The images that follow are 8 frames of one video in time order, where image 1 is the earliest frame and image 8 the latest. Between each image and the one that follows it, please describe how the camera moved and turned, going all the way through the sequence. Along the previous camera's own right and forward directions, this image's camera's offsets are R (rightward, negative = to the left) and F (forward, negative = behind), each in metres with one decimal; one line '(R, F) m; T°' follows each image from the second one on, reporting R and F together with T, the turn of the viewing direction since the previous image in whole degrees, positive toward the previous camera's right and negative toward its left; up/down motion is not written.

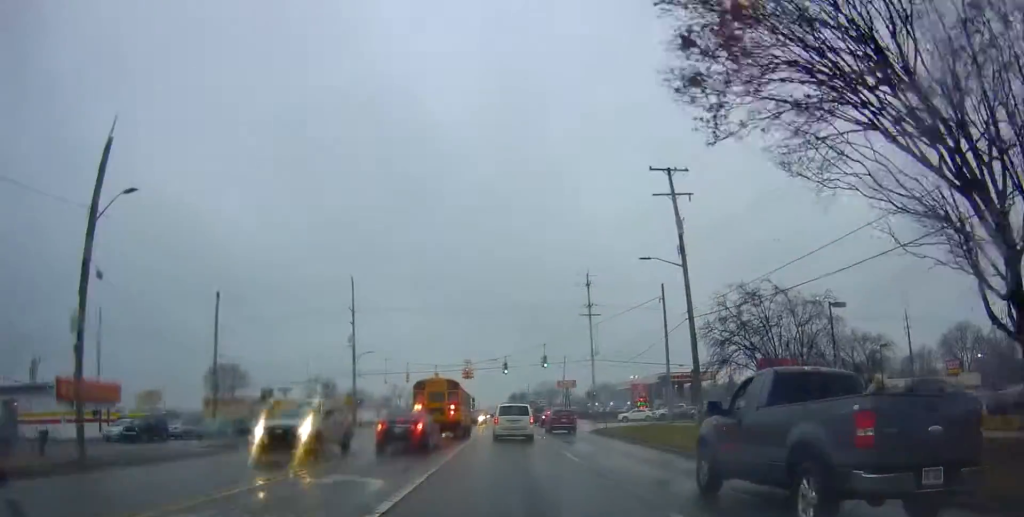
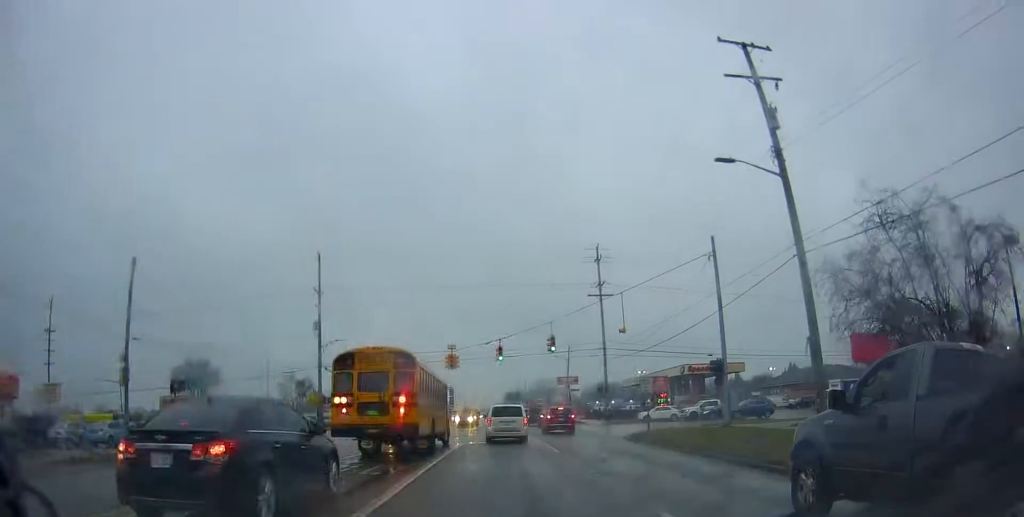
(0.0, +13.3) m; 0°
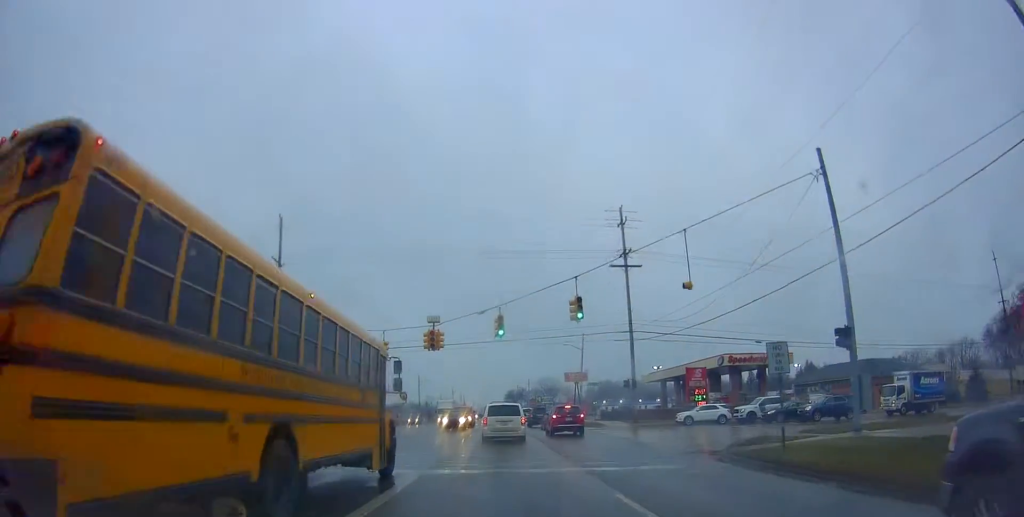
(0.0, +13.7) m; 0°
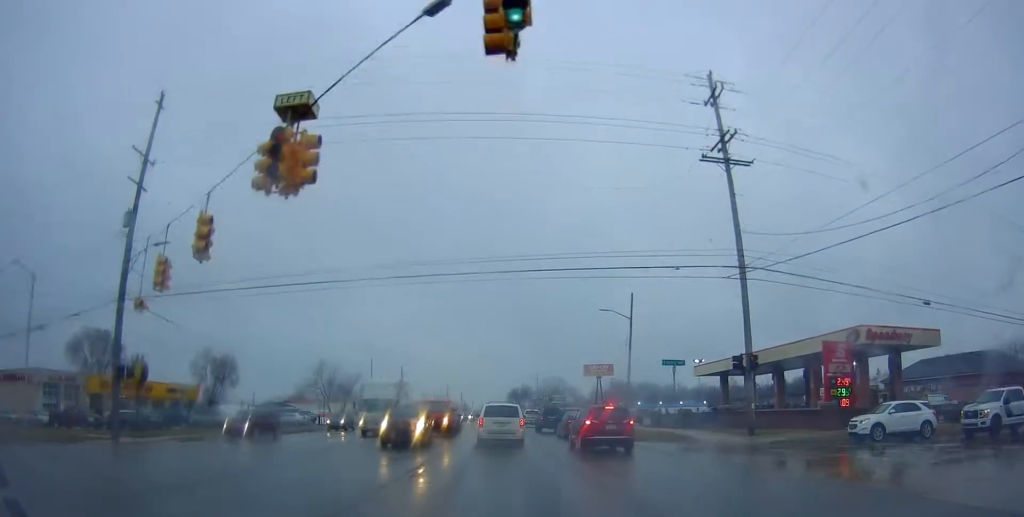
(-0.3, +25.8) m; -3°
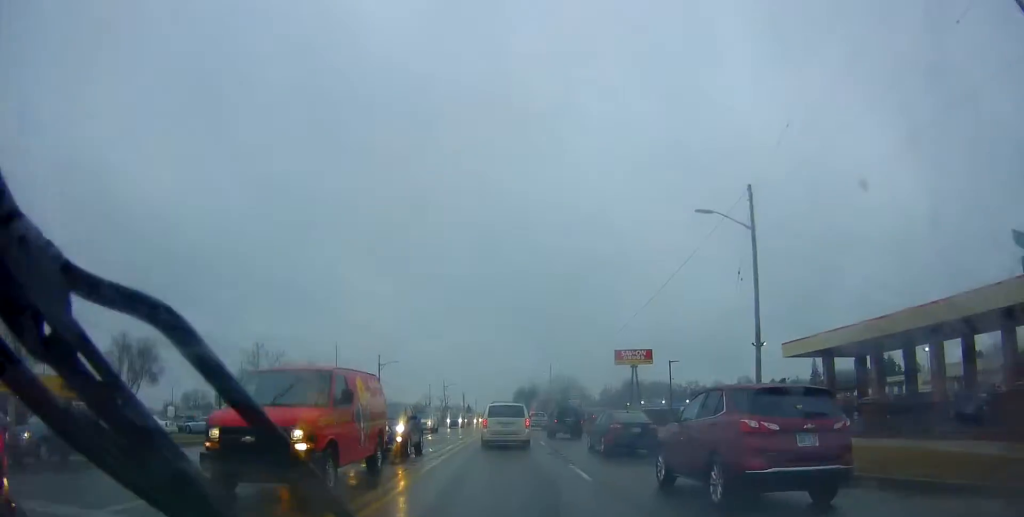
(-0.1, +23.8) m; +2°
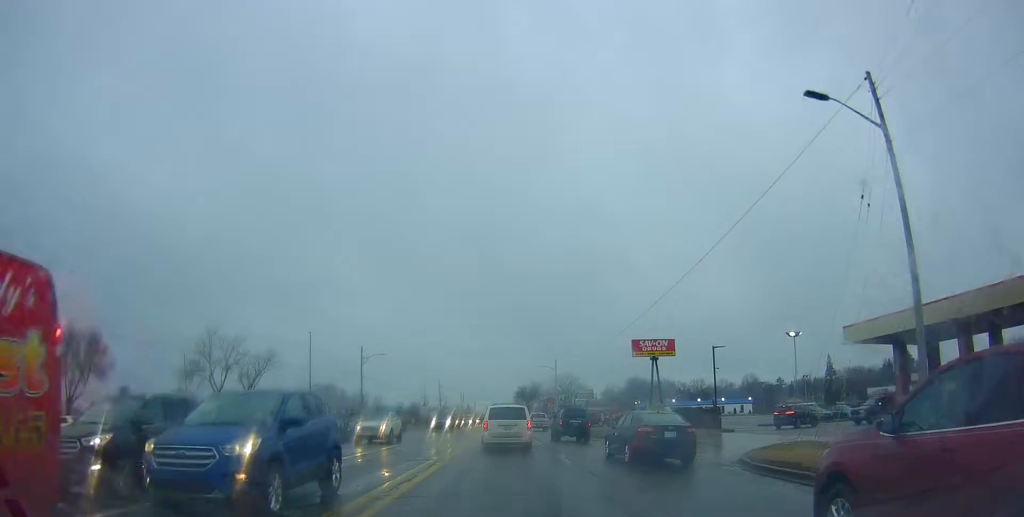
(+0.2, +10.5) m; +1°
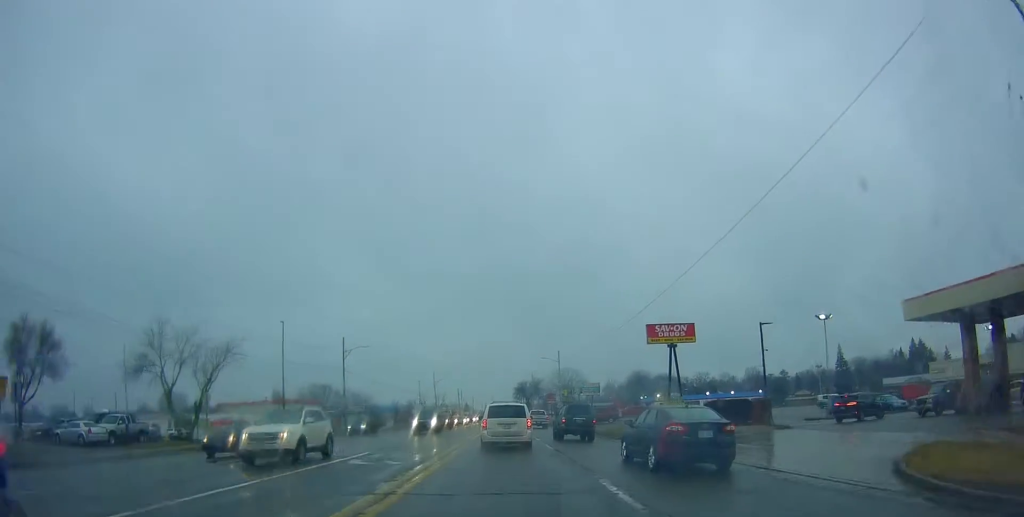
(0.0, +7.8) m; 0°
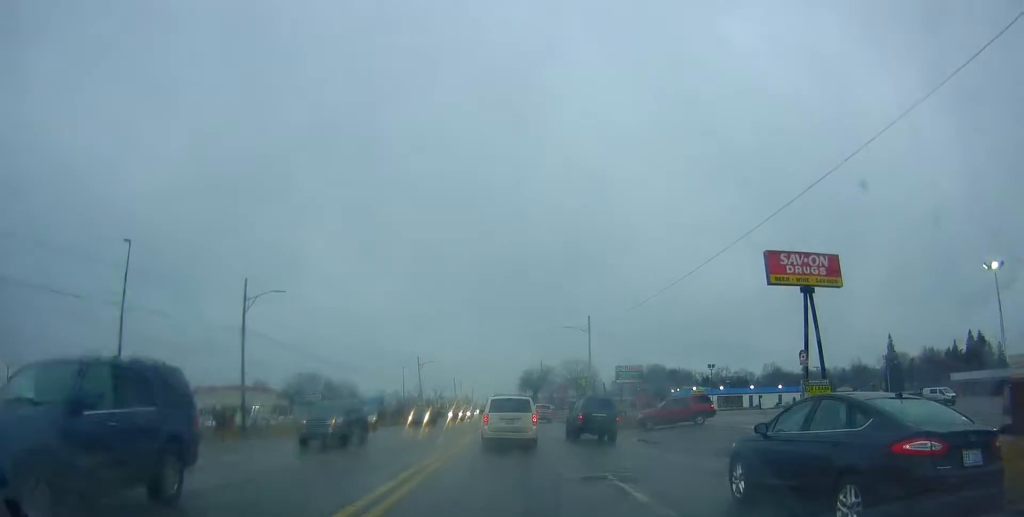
(0.0, +27.3) m; 0°
